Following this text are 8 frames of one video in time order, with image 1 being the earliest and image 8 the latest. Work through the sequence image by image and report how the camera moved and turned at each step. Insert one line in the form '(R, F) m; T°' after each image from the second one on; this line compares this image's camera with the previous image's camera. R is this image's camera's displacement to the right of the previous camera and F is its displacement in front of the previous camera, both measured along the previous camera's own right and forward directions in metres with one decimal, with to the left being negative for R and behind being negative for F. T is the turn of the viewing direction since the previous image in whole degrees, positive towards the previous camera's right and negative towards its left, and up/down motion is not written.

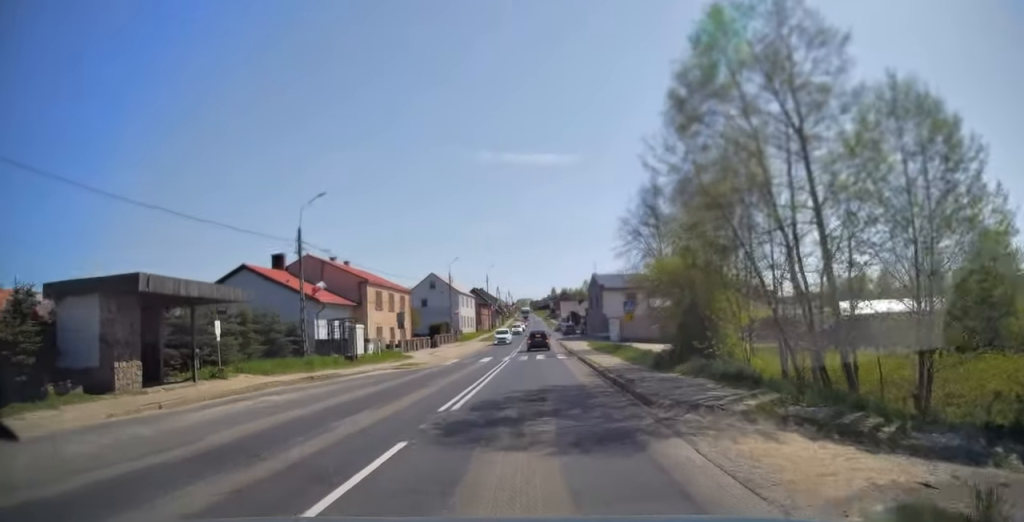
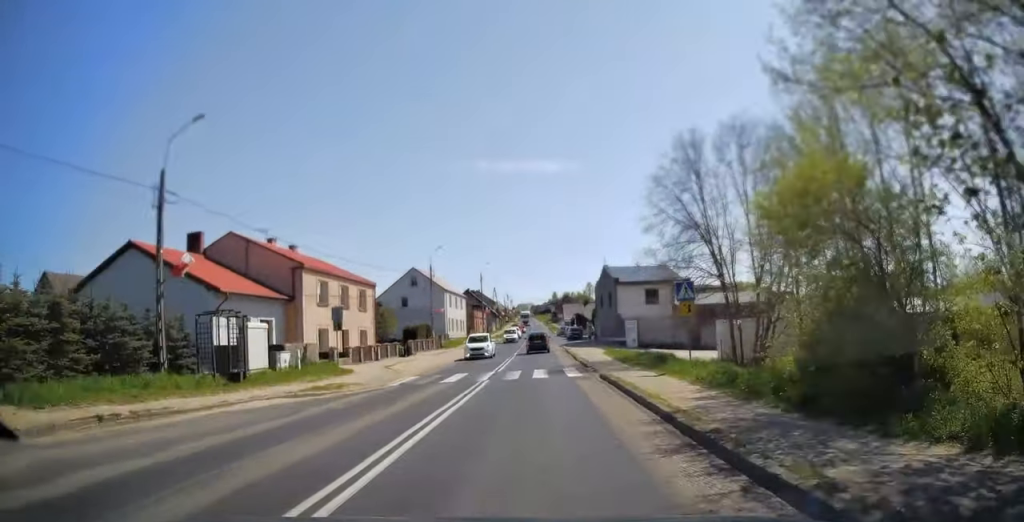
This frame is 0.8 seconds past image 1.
(0.0, +12.1) m; 0°
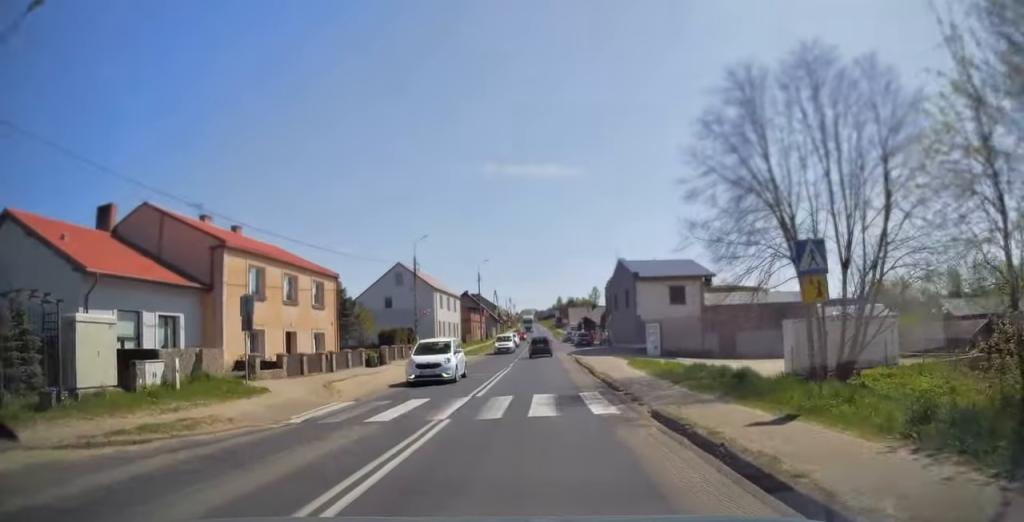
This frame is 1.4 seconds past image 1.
(0.0, +8.9) m; 0°
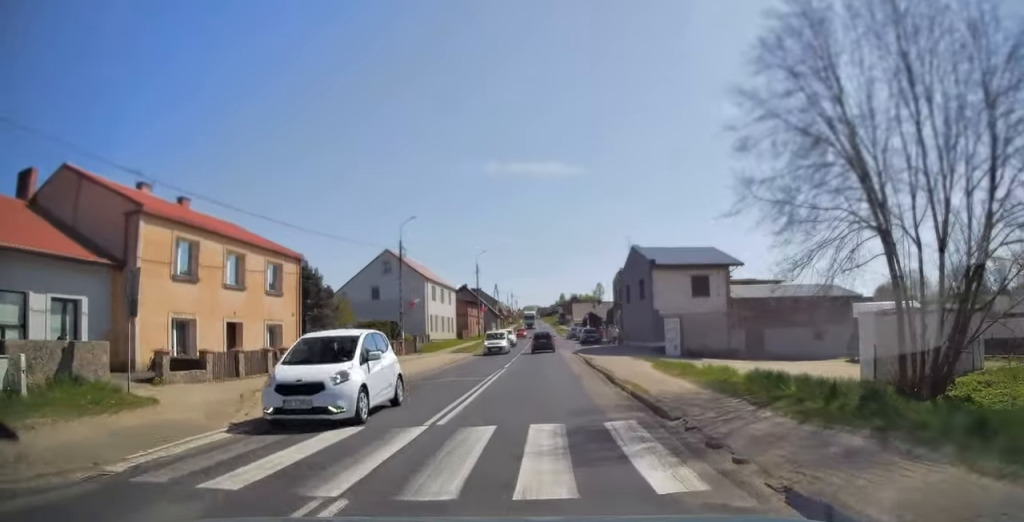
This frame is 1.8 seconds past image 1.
(0.0, +5.9) m; 0°
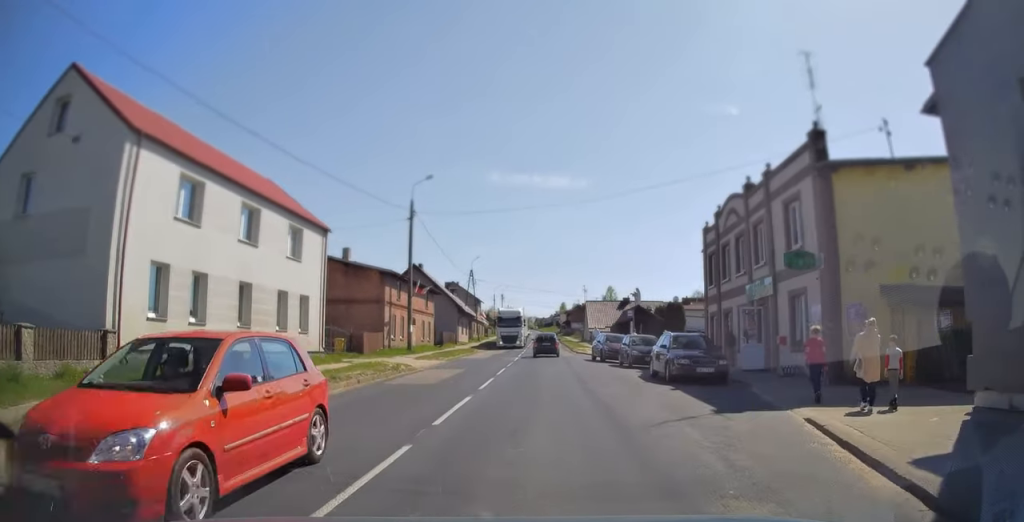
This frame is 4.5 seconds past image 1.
(+0.2, +40.5) m; 0°
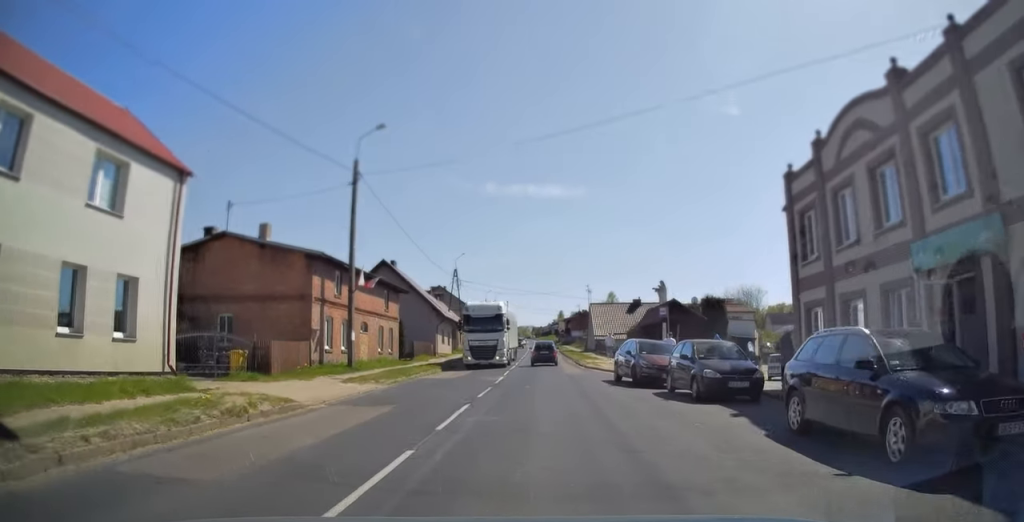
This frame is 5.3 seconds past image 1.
(0.0, +11.6) m; 0°
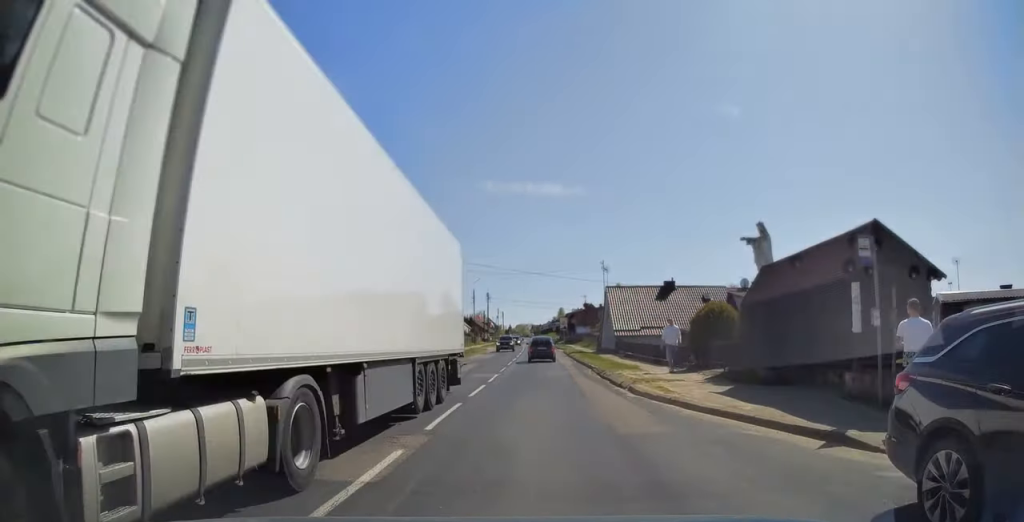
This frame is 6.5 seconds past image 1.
(0.0, +17.9) m; 0°
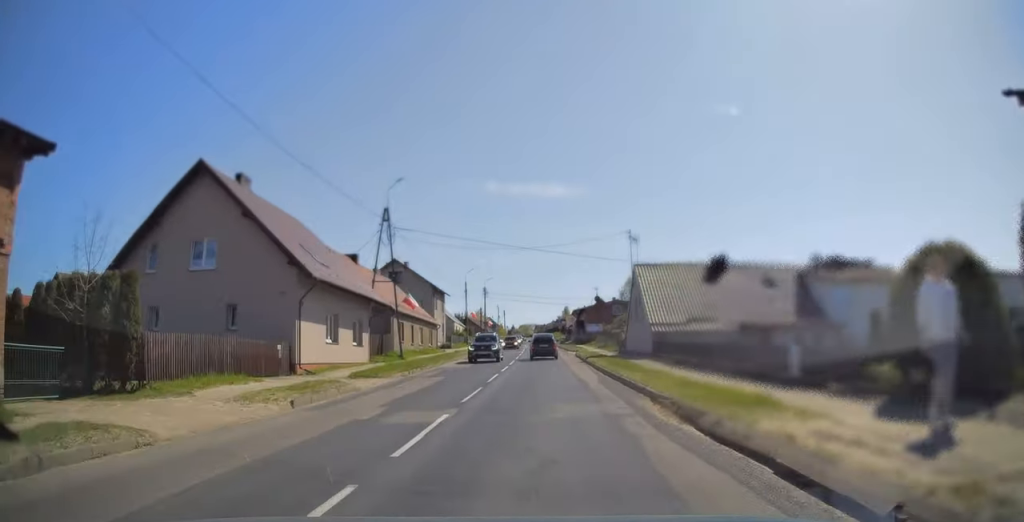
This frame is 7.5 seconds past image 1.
(0.0, +13.5) m; 0°
